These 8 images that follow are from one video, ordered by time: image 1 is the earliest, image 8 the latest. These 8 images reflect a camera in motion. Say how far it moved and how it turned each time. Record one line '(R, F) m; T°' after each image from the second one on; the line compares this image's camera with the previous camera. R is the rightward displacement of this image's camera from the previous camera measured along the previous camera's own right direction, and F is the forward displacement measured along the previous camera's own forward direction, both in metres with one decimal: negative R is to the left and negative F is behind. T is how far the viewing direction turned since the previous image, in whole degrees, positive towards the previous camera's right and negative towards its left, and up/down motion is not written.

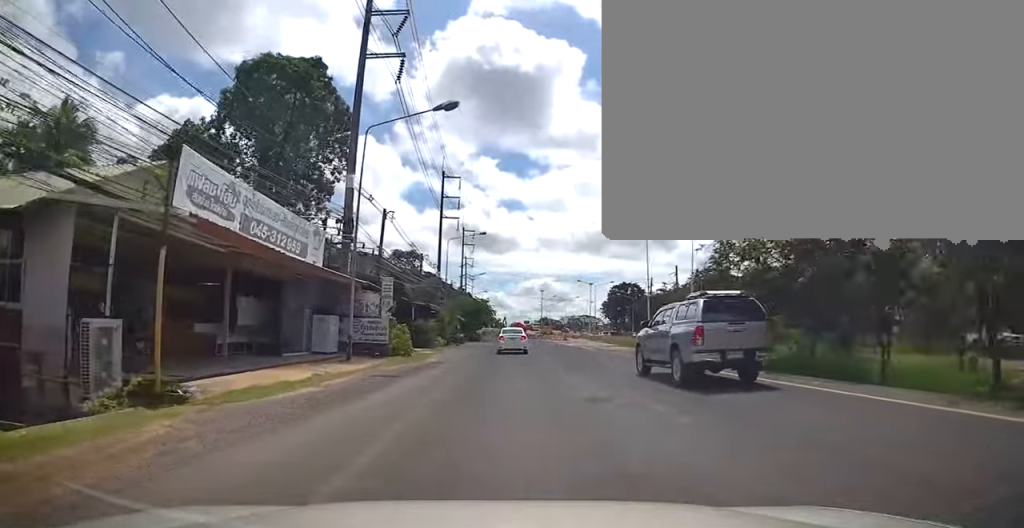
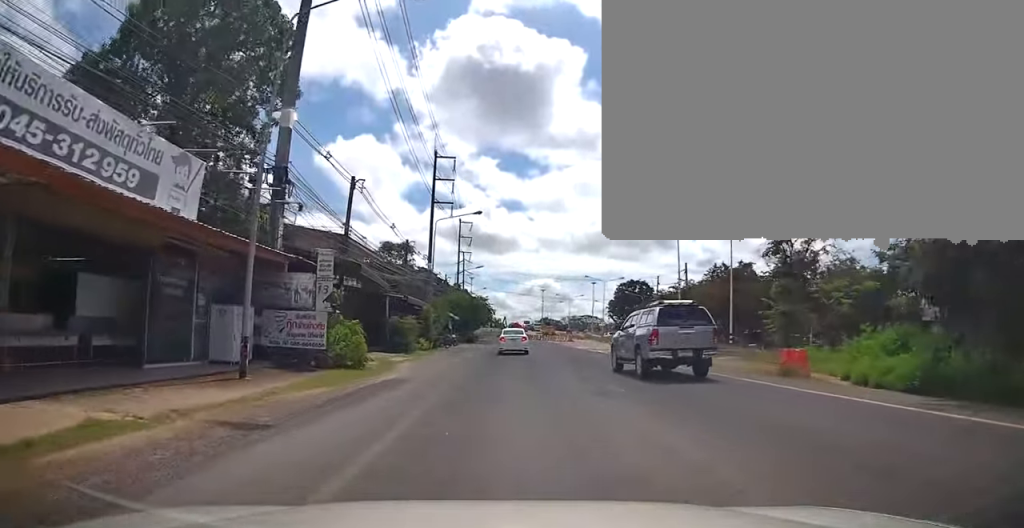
(-0.1, +8.4) m; -1°
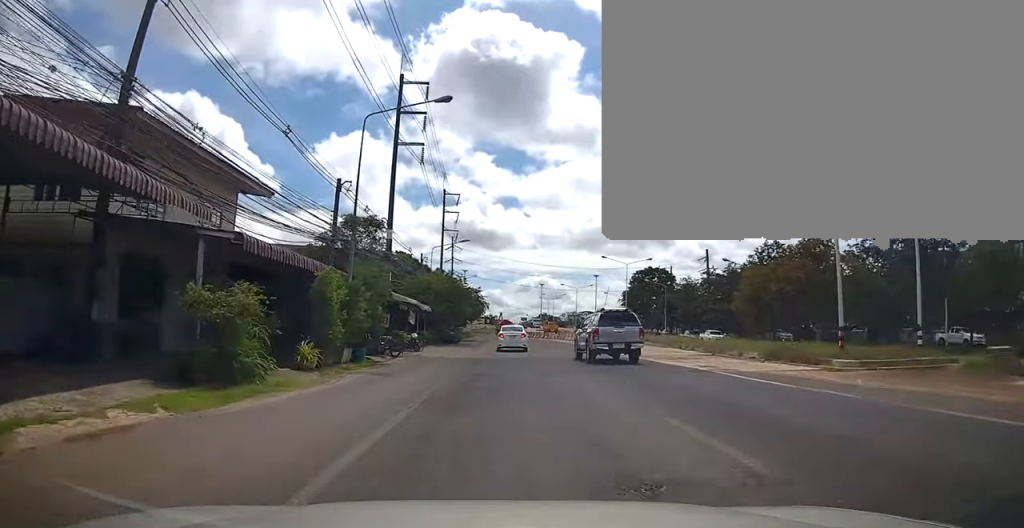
(+0.3, +18.6) m; +2°
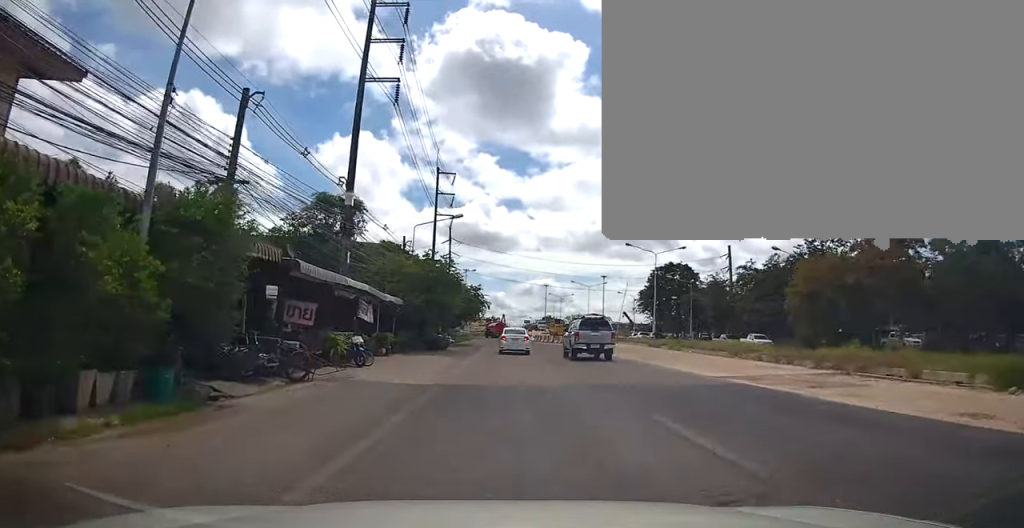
(+0.1, +11.6) m; -1°
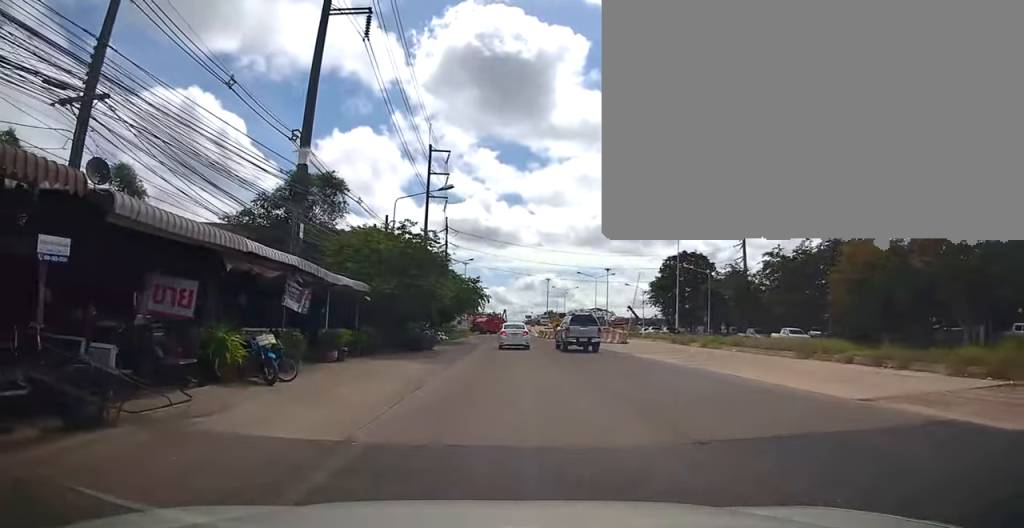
(-0.3, +7.2) m; 0°
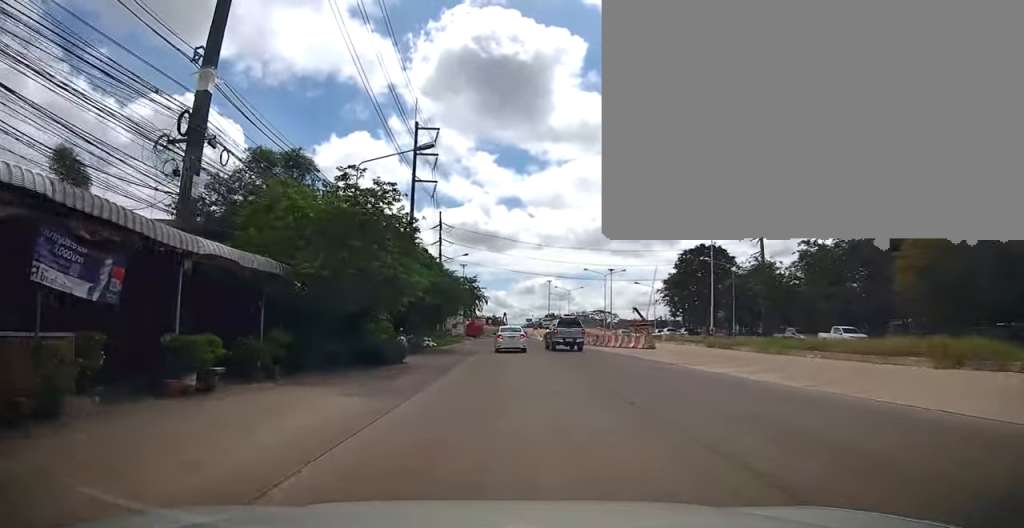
(+0.4, +8.3) m; 0°
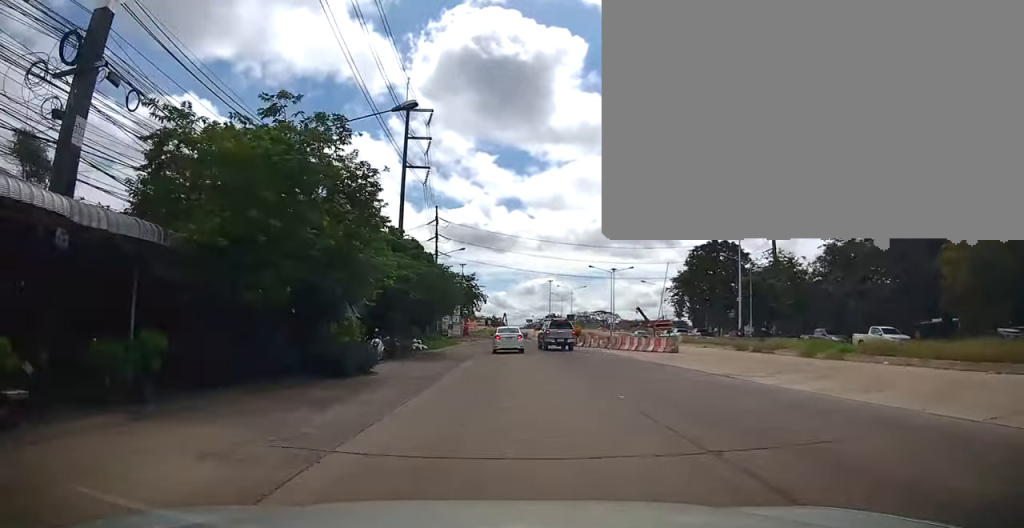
(-0.1, +4.9) m; 0°
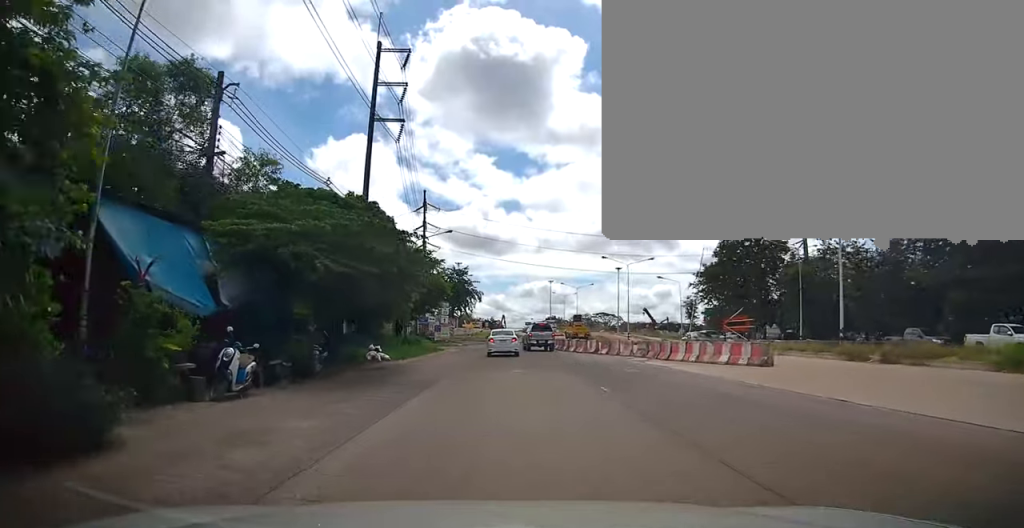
(-0.1, +11.2) m; 0°
